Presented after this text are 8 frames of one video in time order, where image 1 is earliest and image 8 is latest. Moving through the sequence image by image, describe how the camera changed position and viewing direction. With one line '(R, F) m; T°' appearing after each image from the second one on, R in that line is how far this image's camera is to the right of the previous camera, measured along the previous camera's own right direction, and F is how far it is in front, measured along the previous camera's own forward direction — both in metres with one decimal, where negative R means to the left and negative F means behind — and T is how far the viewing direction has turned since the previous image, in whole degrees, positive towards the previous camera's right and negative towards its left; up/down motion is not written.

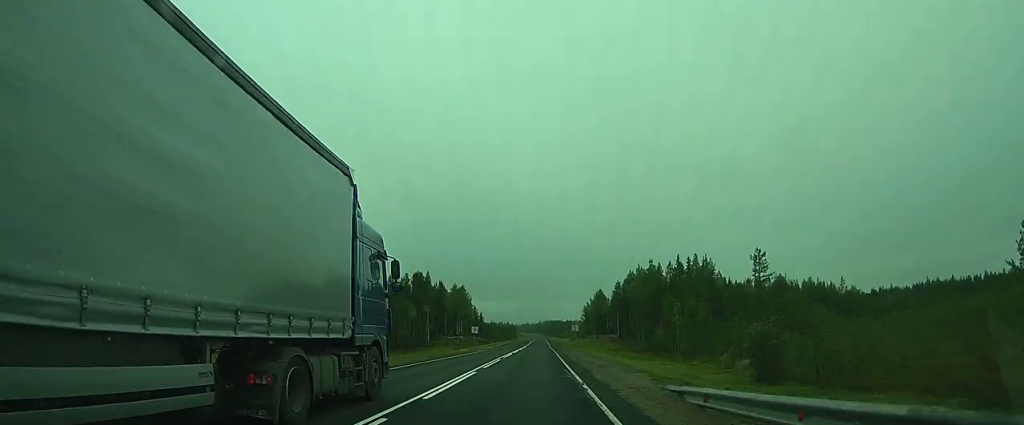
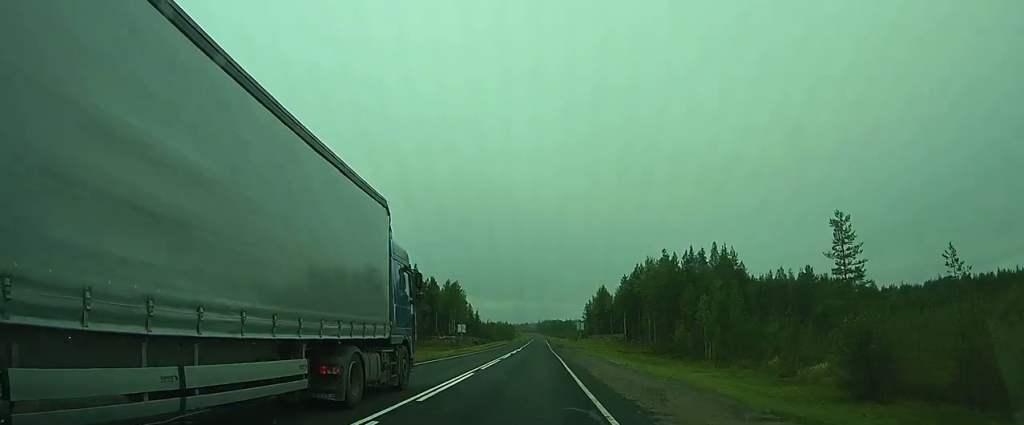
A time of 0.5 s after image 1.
(0.0, +12.7) m; 0°
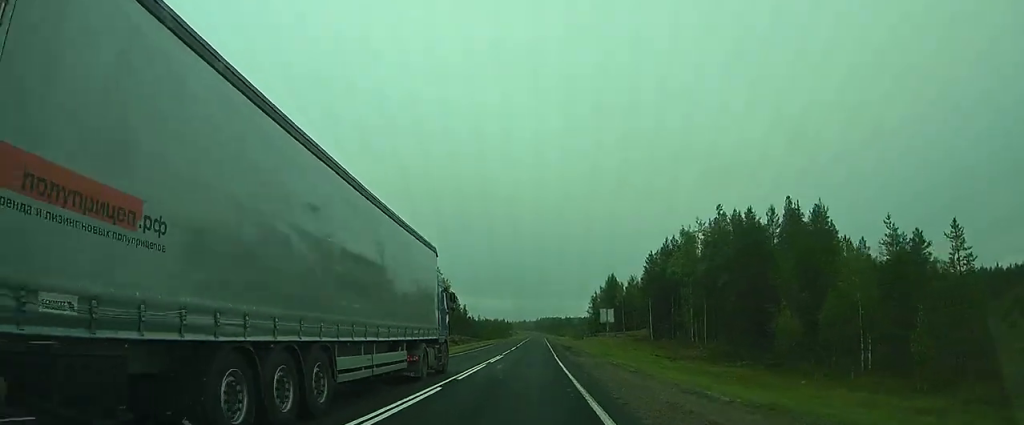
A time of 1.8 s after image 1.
(0.0, +30.0) m; 0°
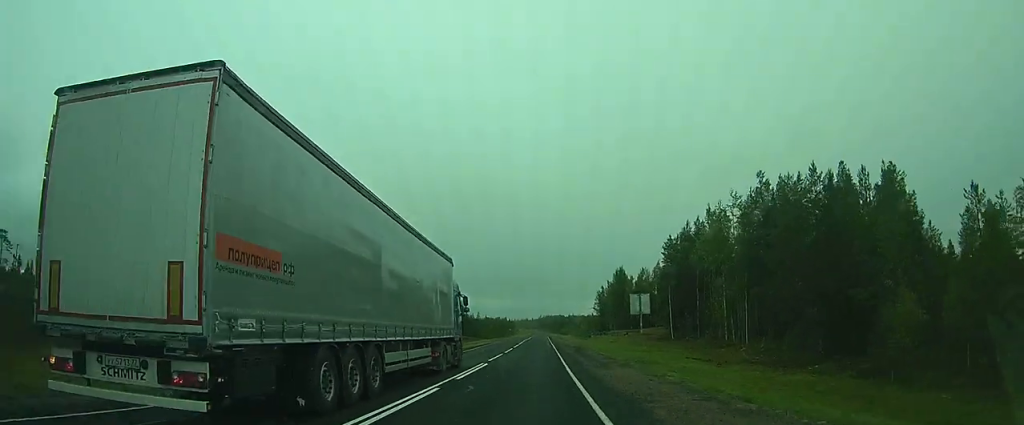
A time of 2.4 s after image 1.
(0.0, +12.1) m; 0°
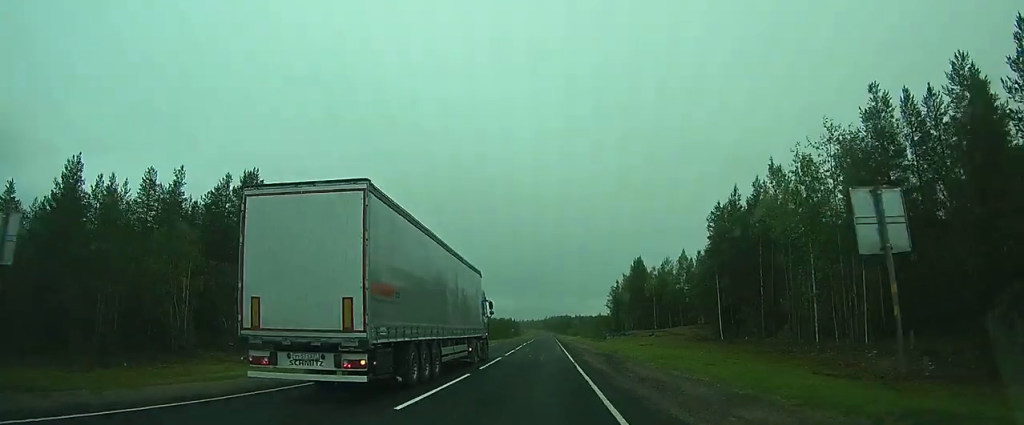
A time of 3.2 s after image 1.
(0.0, +18.5) m; 0°
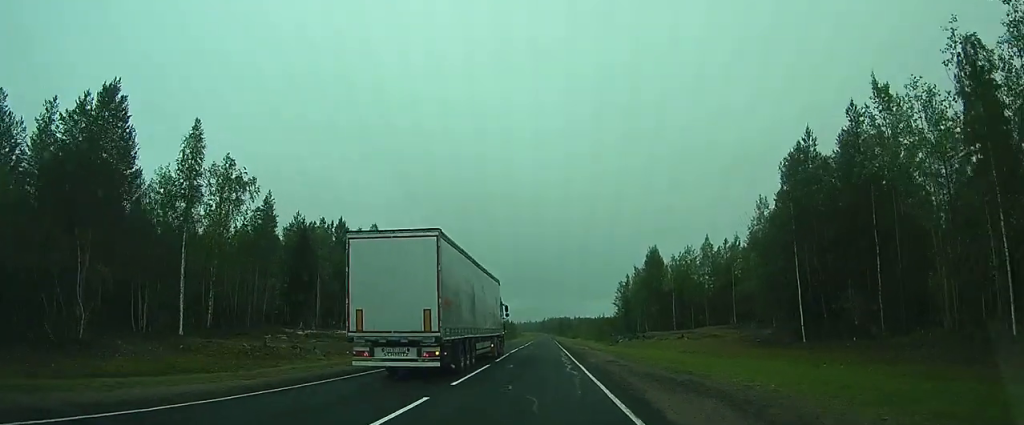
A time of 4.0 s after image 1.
(0.0, +18.2) m; 0°
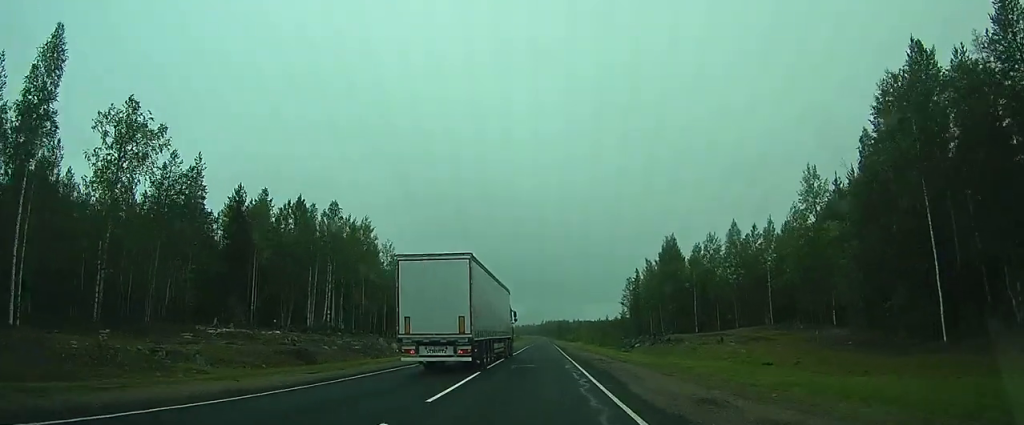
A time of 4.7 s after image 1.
(0.0, +14.4) m; +1°
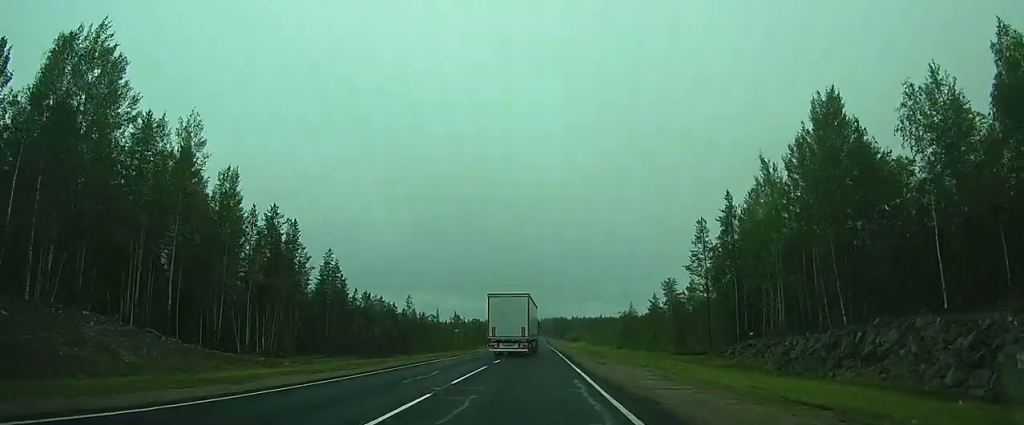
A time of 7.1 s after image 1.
(+1.9, +51.8) m; +5°
